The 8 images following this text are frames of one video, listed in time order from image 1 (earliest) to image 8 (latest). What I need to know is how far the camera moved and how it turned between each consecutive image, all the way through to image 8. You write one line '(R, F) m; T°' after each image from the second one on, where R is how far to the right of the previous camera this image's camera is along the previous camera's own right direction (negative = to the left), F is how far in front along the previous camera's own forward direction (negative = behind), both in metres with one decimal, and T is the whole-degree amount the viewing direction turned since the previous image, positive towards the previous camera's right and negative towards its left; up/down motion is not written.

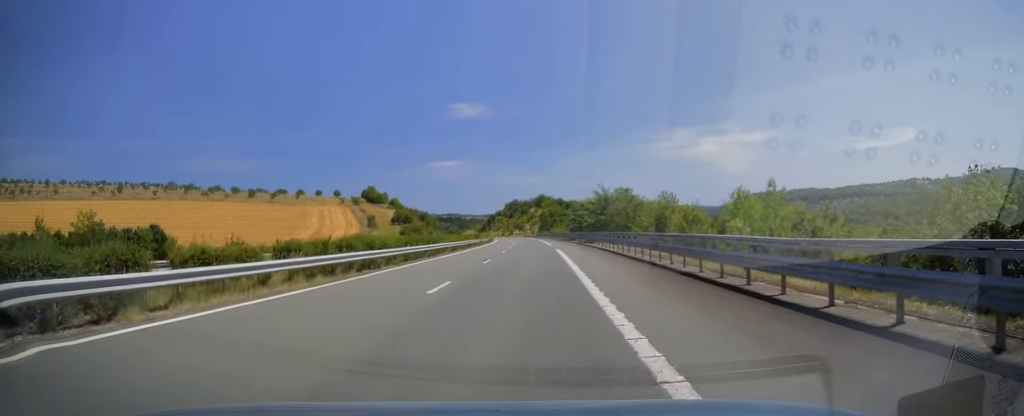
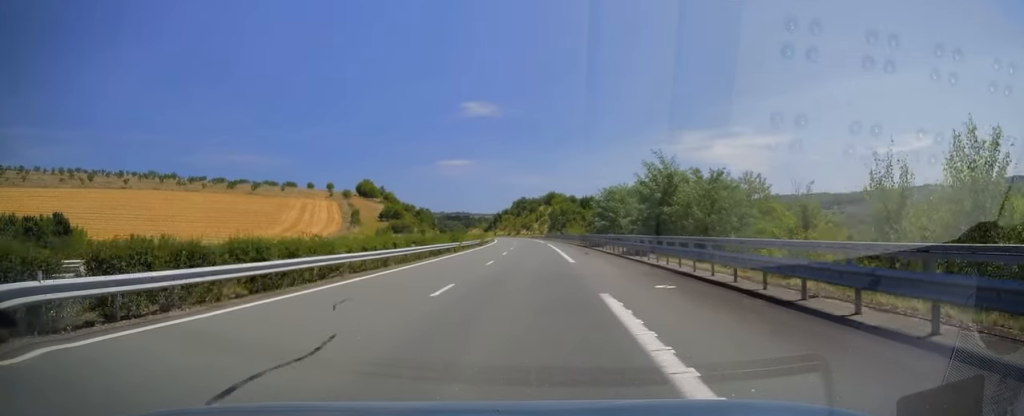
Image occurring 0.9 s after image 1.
(0.0, +26.5) m; -1°
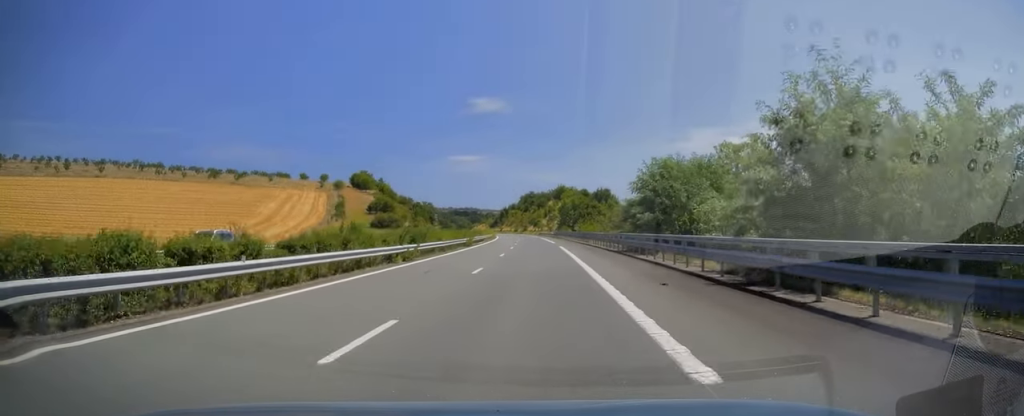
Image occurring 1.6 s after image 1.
(-0.3, +20.2) m; -1°
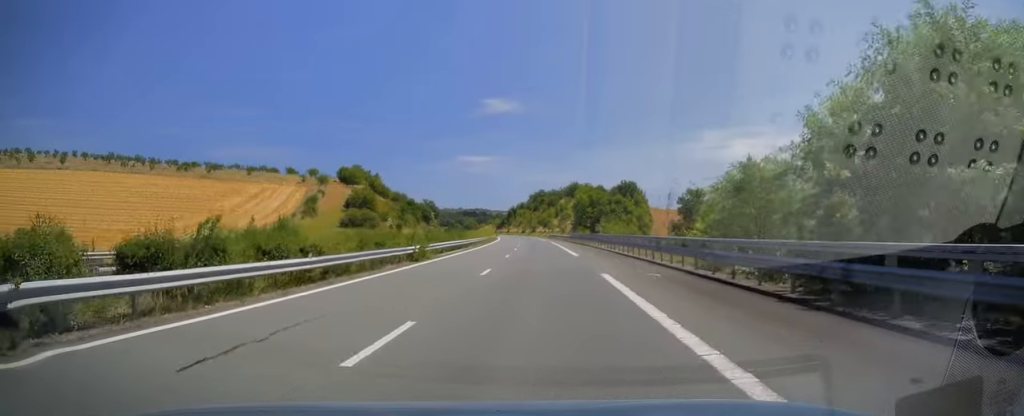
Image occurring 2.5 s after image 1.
(-0.4, +26.0) m; -2°
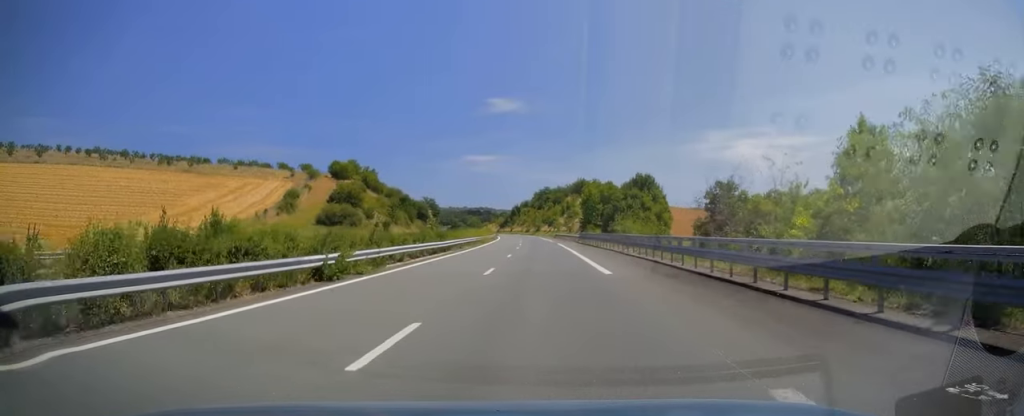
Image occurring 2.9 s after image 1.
(0.0, +13.3) m; -1°
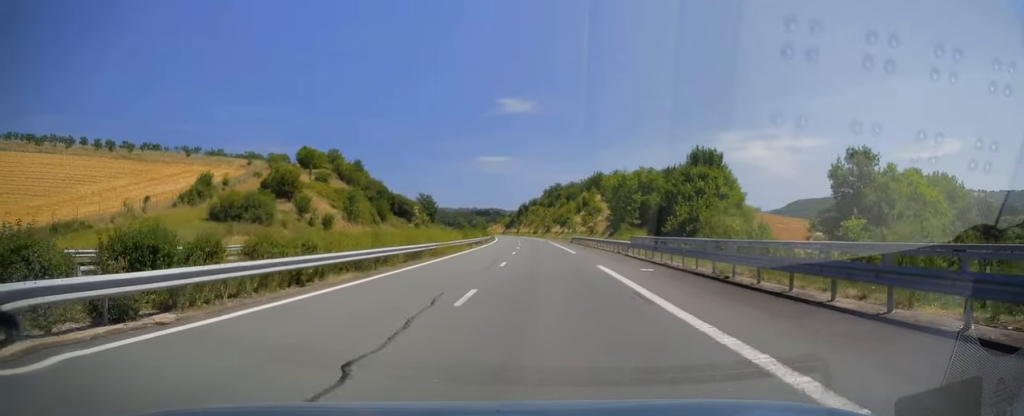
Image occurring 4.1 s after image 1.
(-0.3, +34.0) m; 0°
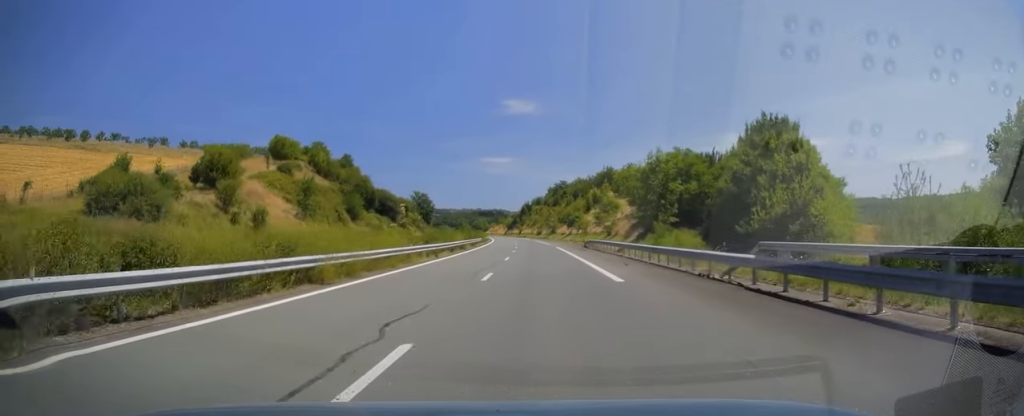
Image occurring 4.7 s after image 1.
(+0.3, +19.7) m; 0°
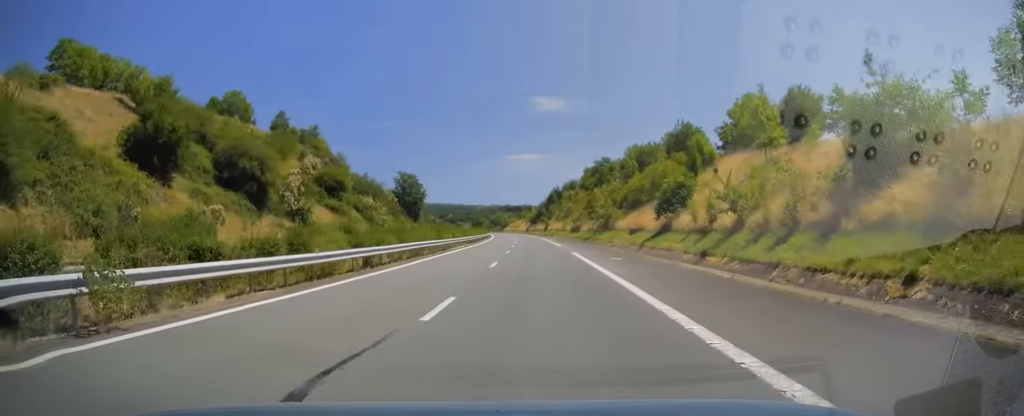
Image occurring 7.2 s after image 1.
(-2.7, +73.3) m; -4°
